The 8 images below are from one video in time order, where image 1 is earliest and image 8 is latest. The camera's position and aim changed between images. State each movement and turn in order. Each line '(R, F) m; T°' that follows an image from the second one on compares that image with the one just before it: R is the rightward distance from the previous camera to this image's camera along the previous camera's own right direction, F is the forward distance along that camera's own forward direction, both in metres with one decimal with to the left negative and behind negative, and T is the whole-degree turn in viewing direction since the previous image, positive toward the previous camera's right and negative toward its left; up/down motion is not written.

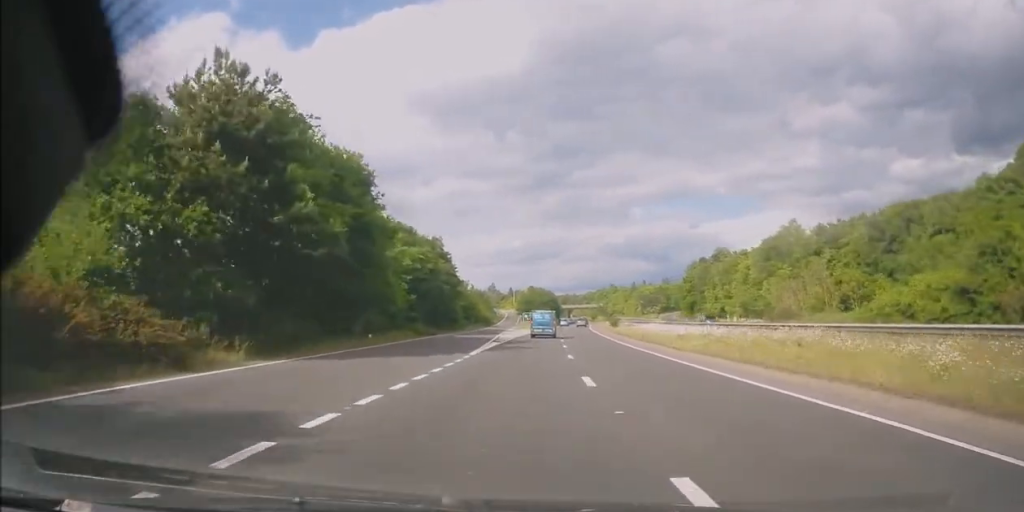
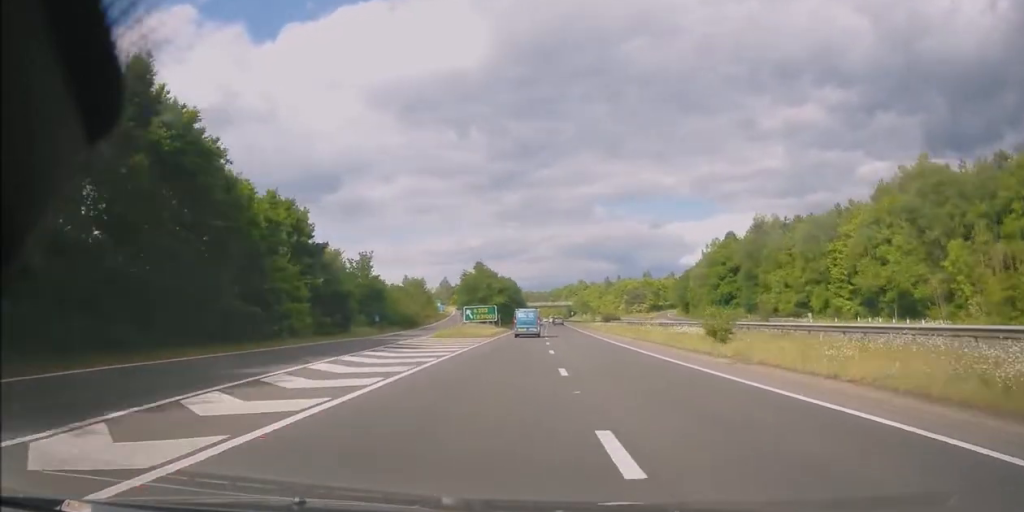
(+2.4, +52.4) m; +4°
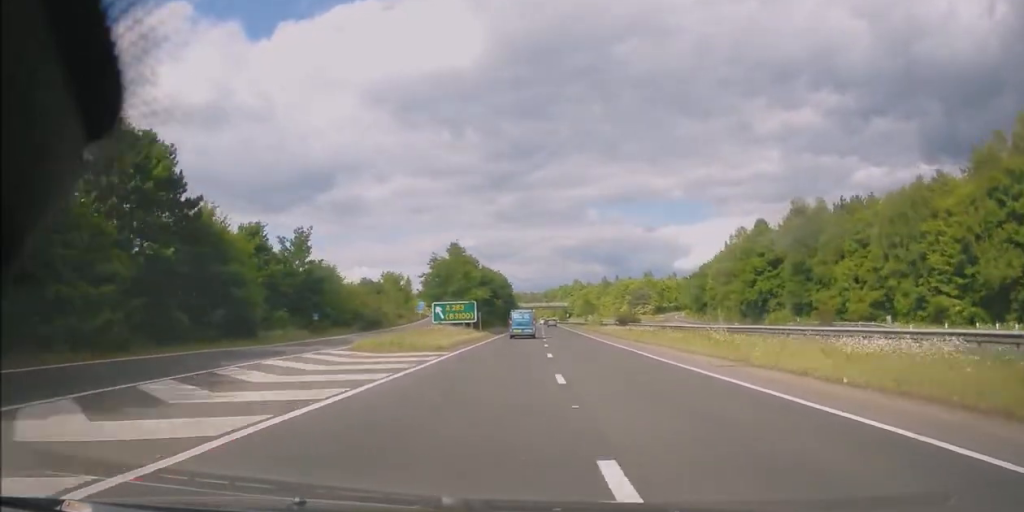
(-0.3, +19.6) m; 0°
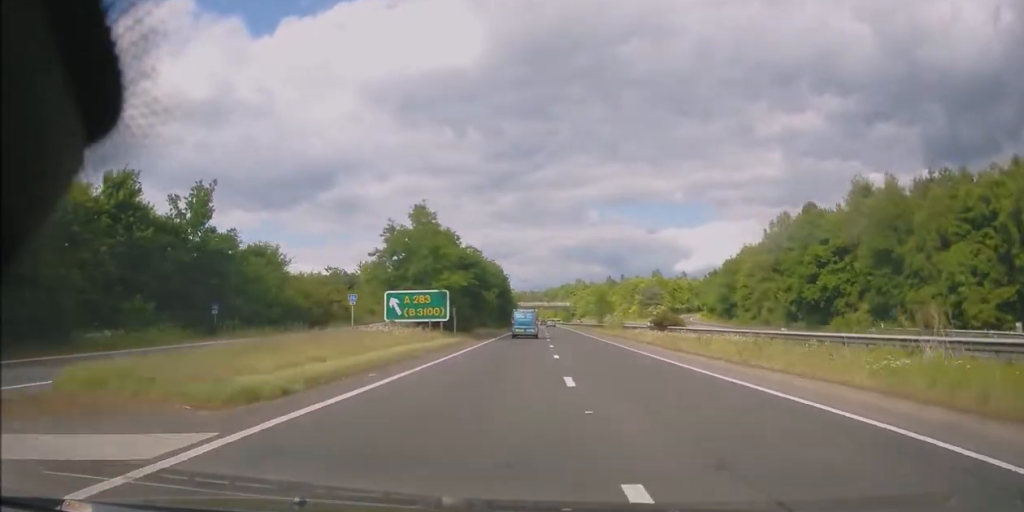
(+0.3, +18.6) m; +1°
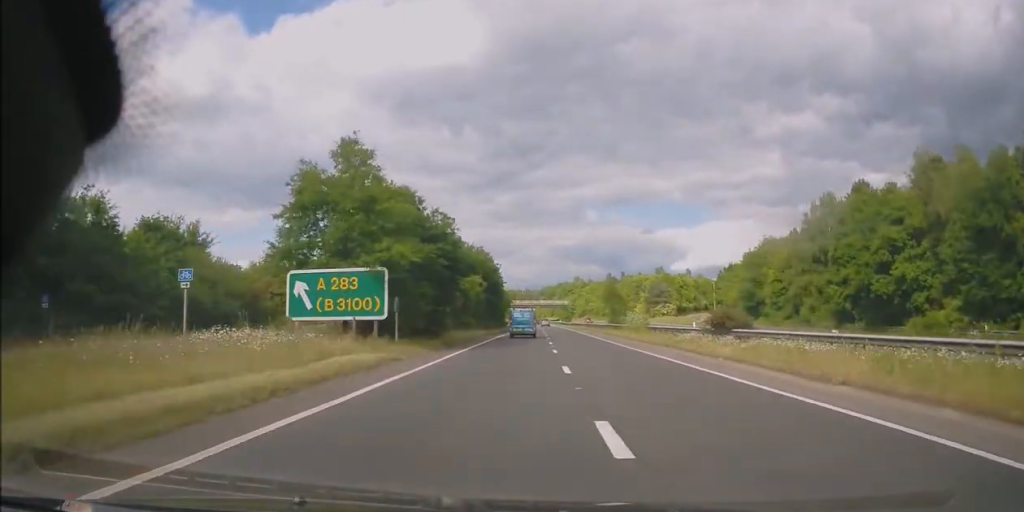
(+0.1, +15.3) m; 0°
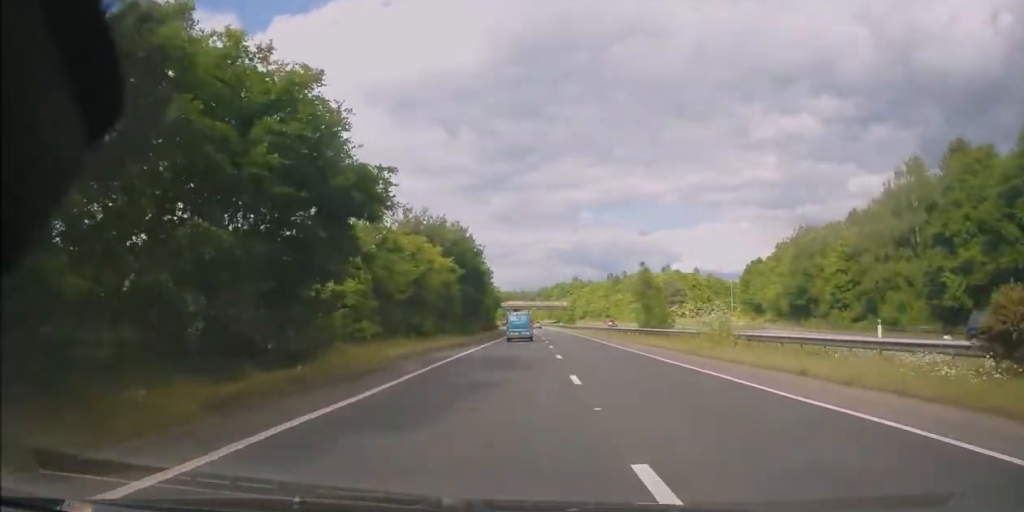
(0.0, +20.4) m; 0°
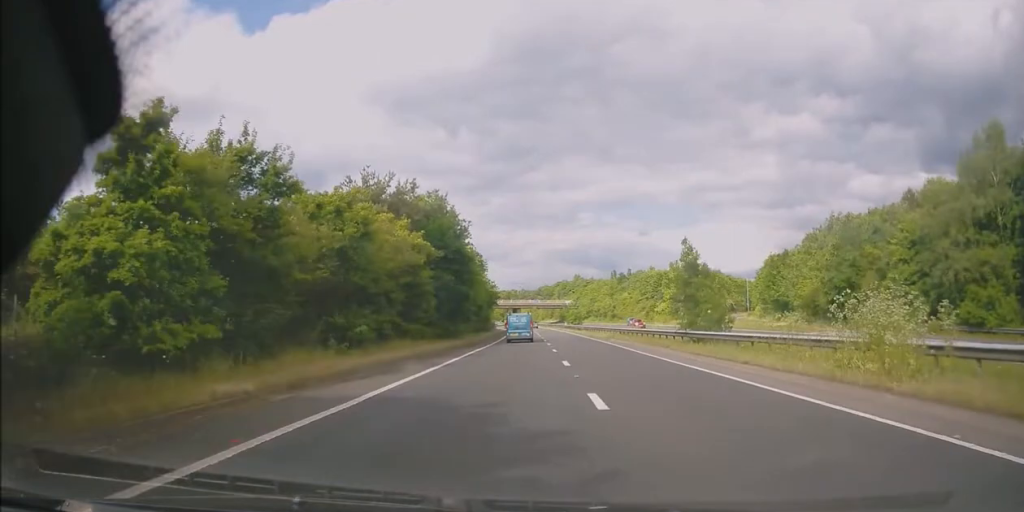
(0.0, +12.8) m; 0°
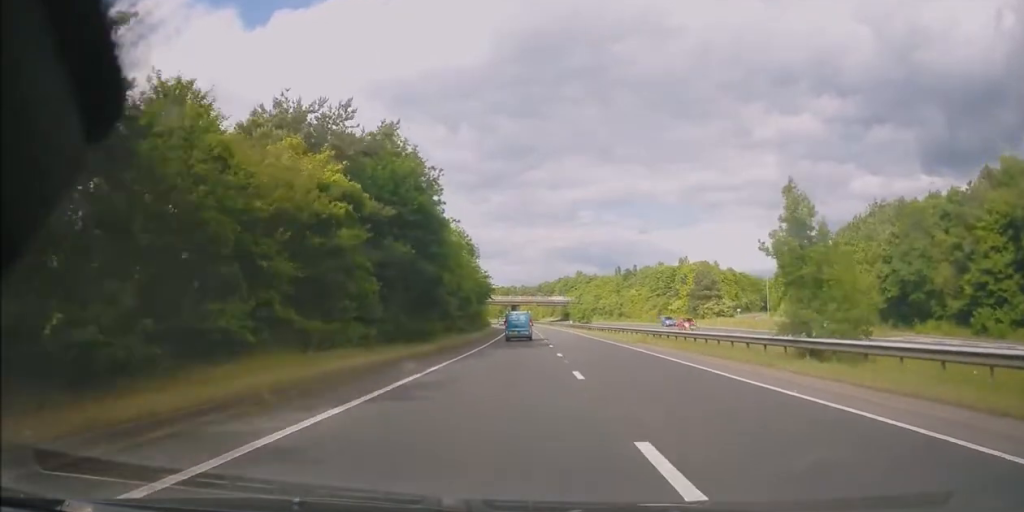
(0.0, +13.7) m; 0°
